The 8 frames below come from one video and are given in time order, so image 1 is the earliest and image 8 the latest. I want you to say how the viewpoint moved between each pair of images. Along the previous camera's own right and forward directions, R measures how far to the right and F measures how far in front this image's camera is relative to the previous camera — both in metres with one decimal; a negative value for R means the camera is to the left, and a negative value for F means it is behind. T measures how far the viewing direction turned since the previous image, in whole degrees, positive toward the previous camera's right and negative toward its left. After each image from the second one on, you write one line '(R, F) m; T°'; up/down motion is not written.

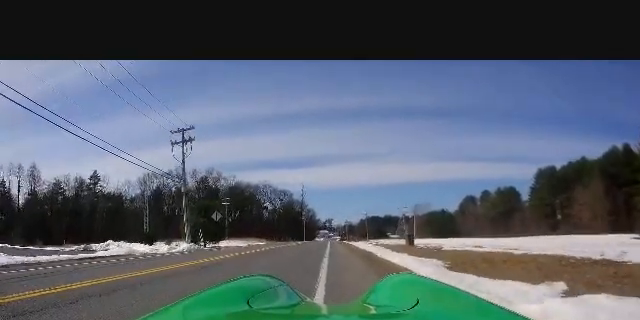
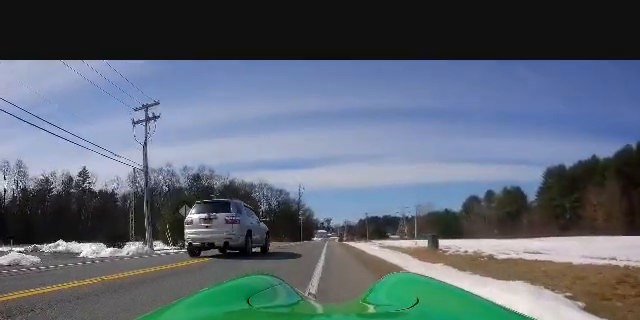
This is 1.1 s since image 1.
(+0.2, +7.4) m; +3°
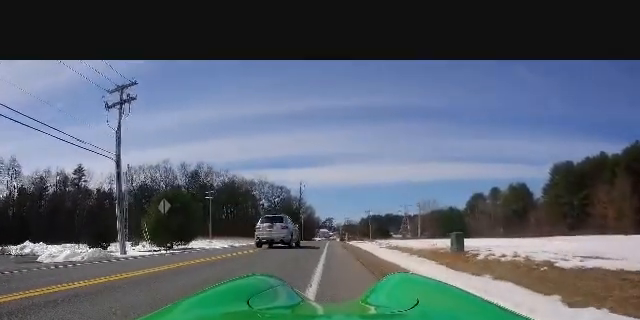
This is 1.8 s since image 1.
(0.0, +4.1) m; +1°
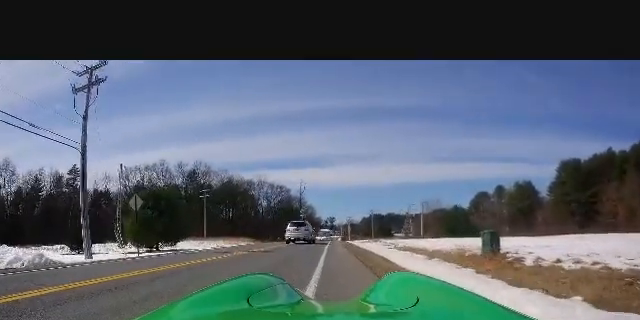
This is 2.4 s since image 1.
(+0.1, +3.9) m; +1°
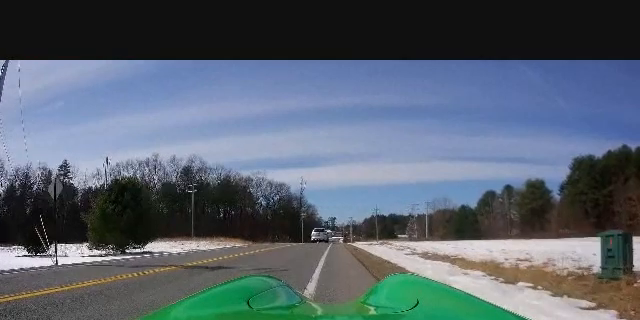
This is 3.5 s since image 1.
(+0.1, +7.2) m; -1°
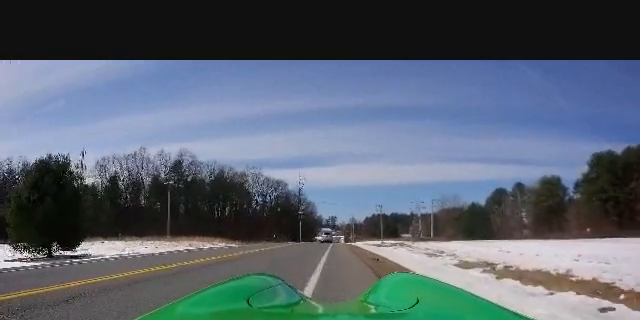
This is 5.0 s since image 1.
(-0.4, +10.0) m; -1°
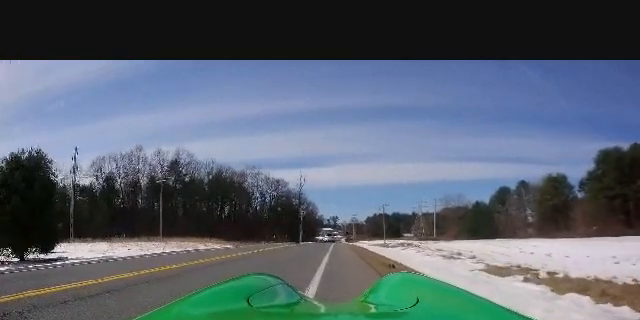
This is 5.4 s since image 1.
(0.0, +2.9) m; +1°
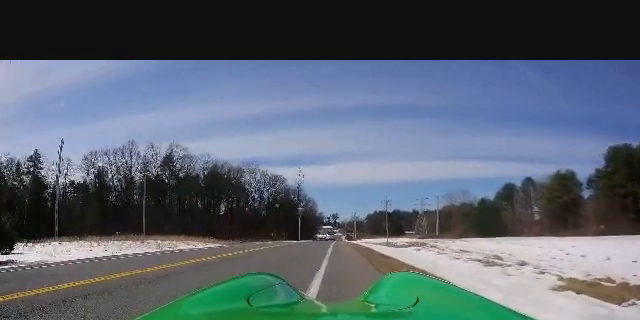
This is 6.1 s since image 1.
(+0.1, +4.9) m; -1°
